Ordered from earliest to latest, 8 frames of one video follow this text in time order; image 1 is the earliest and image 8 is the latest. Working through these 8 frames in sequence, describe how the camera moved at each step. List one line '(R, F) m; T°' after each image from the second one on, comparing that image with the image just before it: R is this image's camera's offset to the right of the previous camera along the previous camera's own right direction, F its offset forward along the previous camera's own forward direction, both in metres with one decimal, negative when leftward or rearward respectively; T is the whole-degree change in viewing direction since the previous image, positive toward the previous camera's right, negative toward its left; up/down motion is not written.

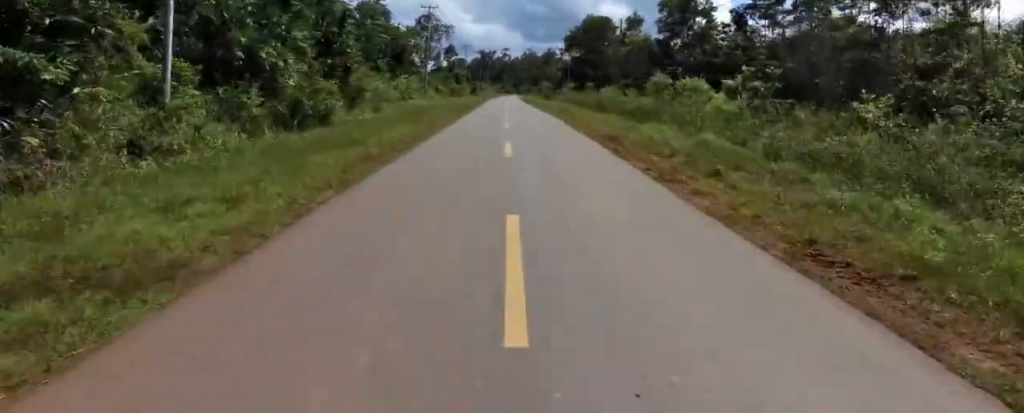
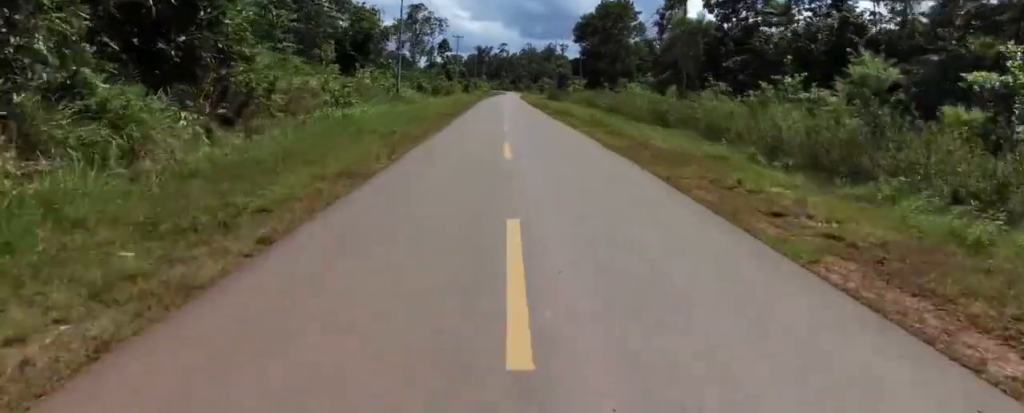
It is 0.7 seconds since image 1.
(-0.7, +16.7) m; -1°
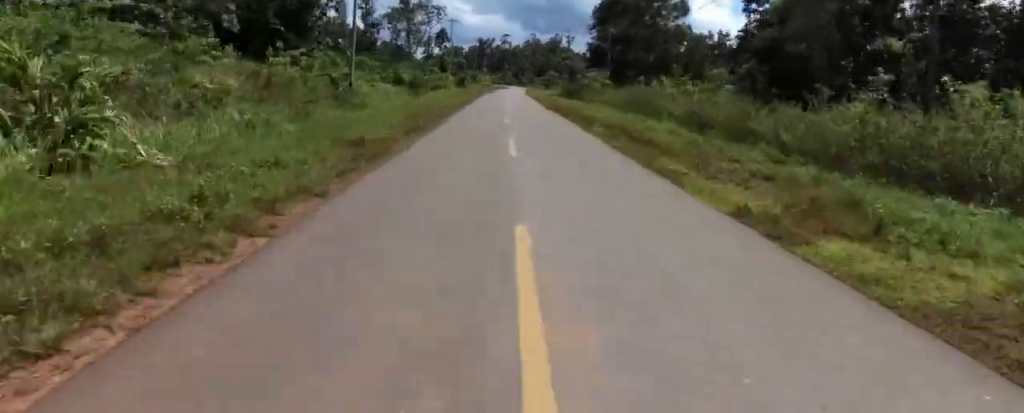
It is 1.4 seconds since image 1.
(-0.1, +16.9) m; +1°
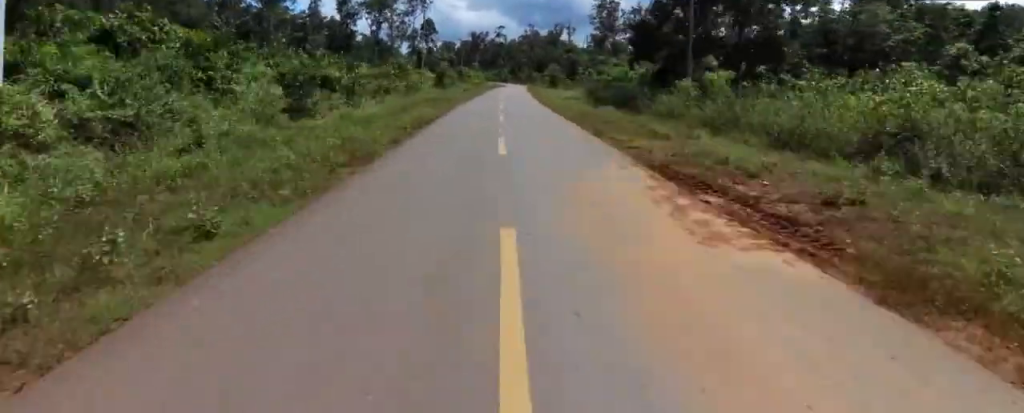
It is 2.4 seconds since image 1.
(+0.6, +23.6) m; +2°
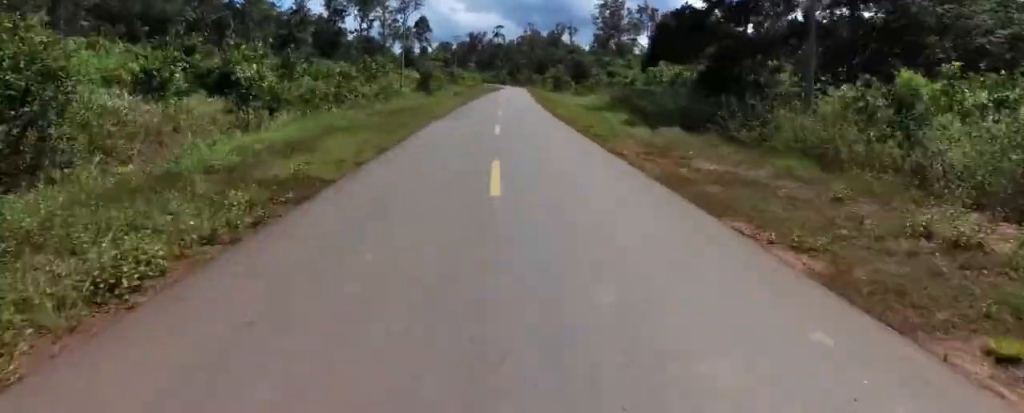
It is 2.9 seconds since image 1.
(0.0, +12.2) m; 0°
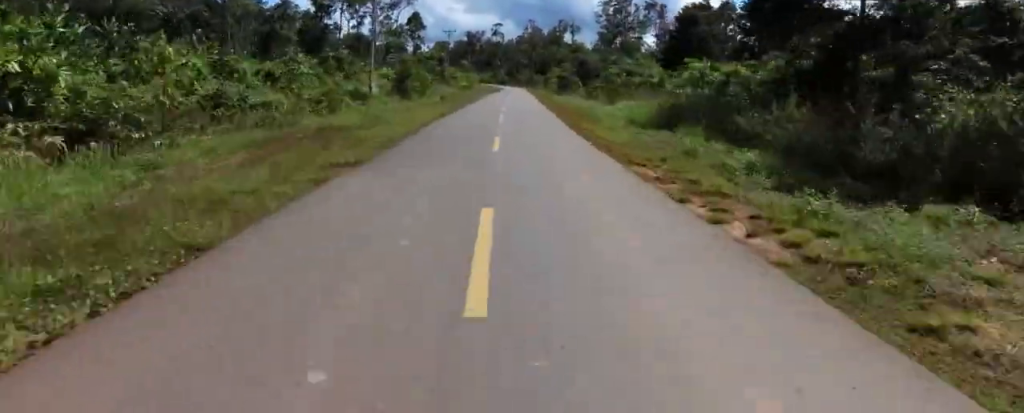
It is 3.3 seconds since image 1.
(0.0, +10.6) m; 0°
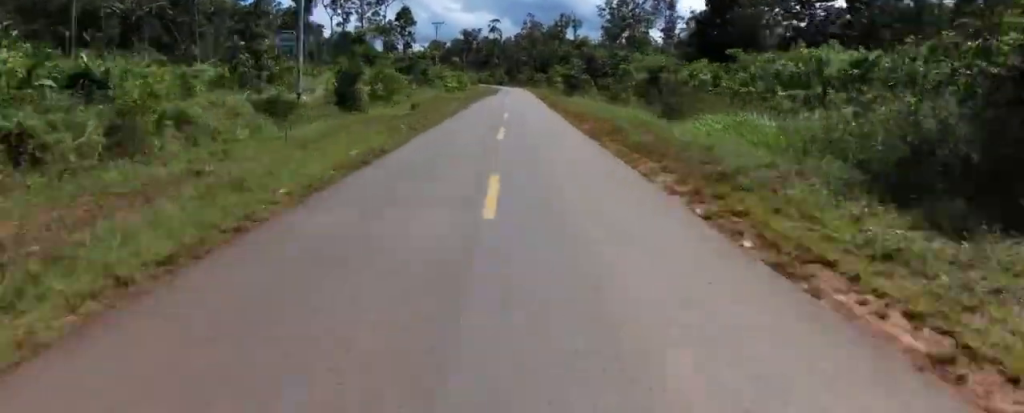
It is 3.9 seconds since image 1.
(0.0, +14.7) m; 0°
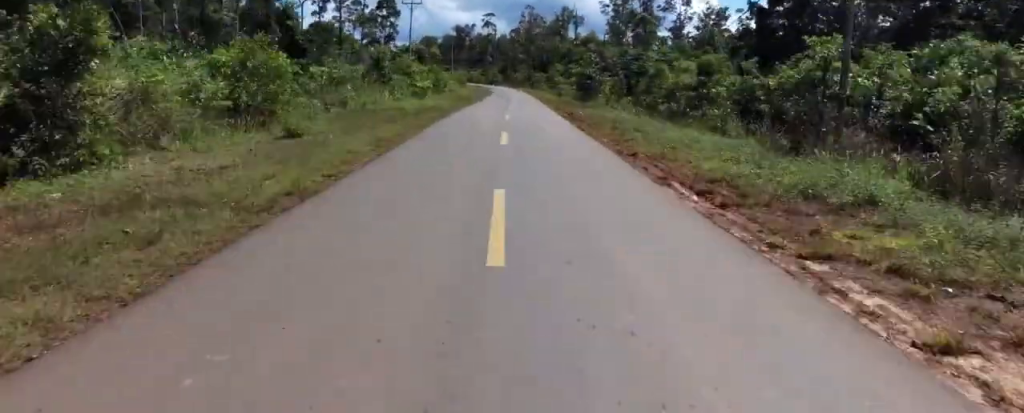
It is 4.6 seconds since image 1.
(0.0, +18.1) m; +2°
